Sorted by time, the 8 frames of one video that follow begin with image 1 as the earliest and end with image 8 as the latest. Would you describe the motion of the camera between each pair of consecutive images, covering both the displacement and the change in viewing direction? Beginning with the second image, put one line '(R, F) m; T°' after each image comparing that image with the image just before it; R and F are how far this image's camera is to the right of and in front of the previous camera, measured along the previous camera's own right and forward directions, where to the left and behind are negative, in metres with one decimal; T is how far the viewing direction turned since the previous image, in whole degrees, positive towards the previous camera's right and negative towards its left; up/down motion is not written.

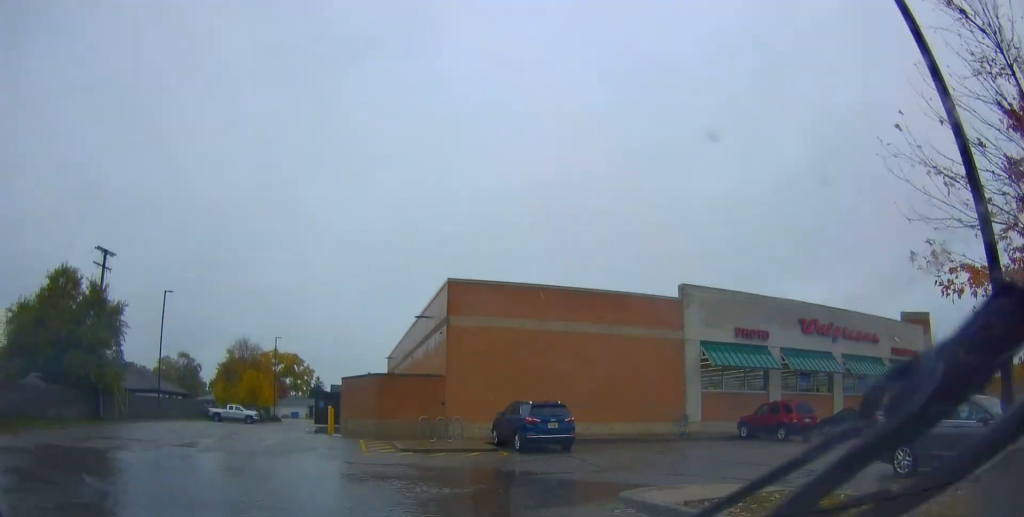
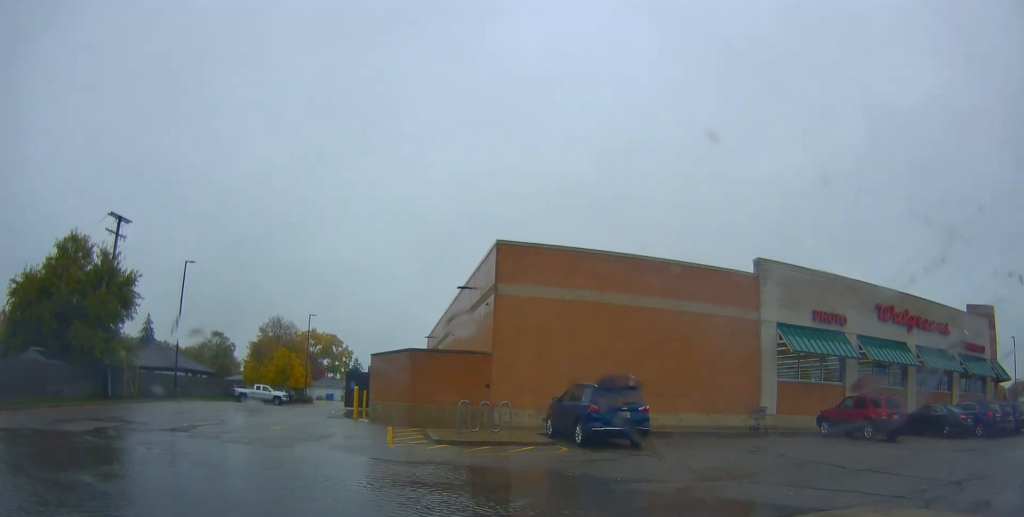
(+0.8, +5.0) m; +6°
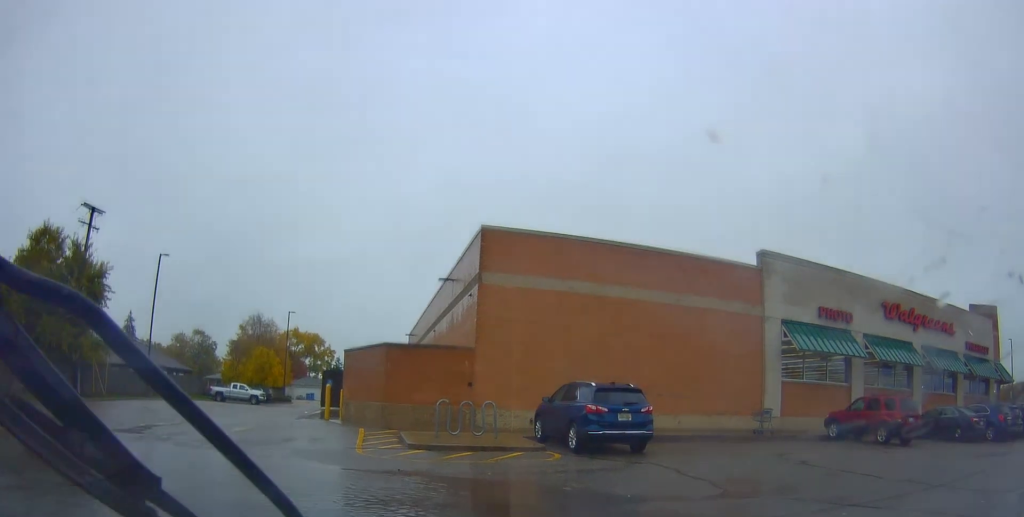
(+0.1, +2.5) m; -7°
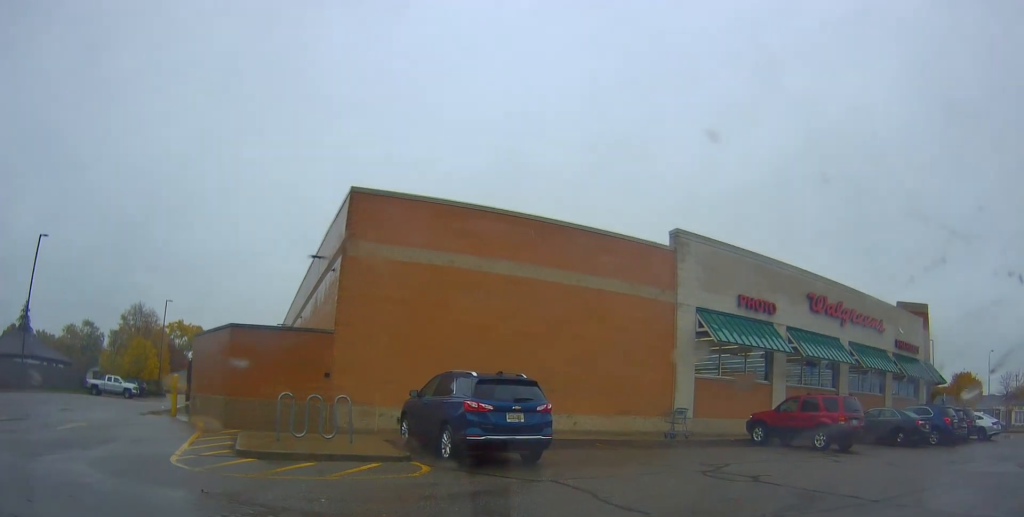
(-0.7, +3.2) m; -1°
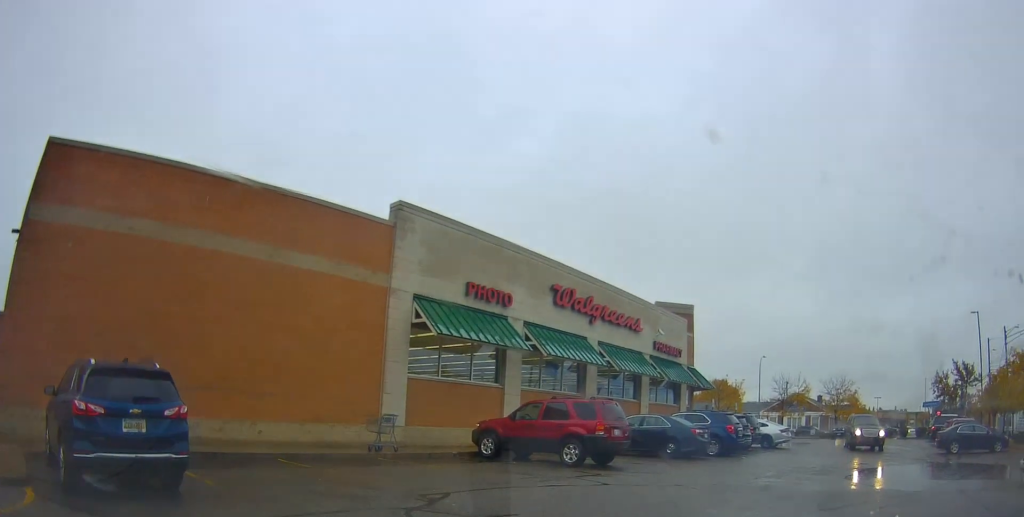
(+1.1, +2.9) m; +38°
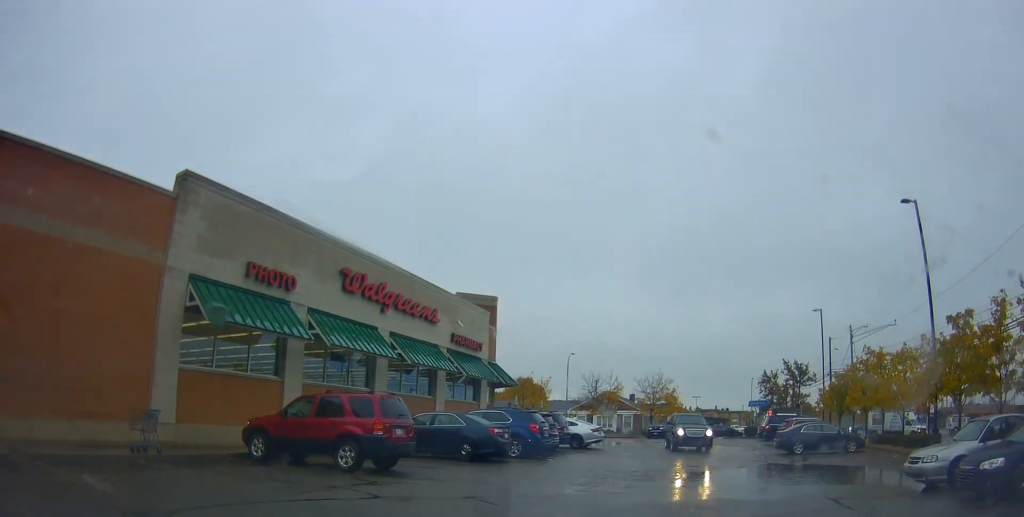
(+0.1, +1.9) m; +12°
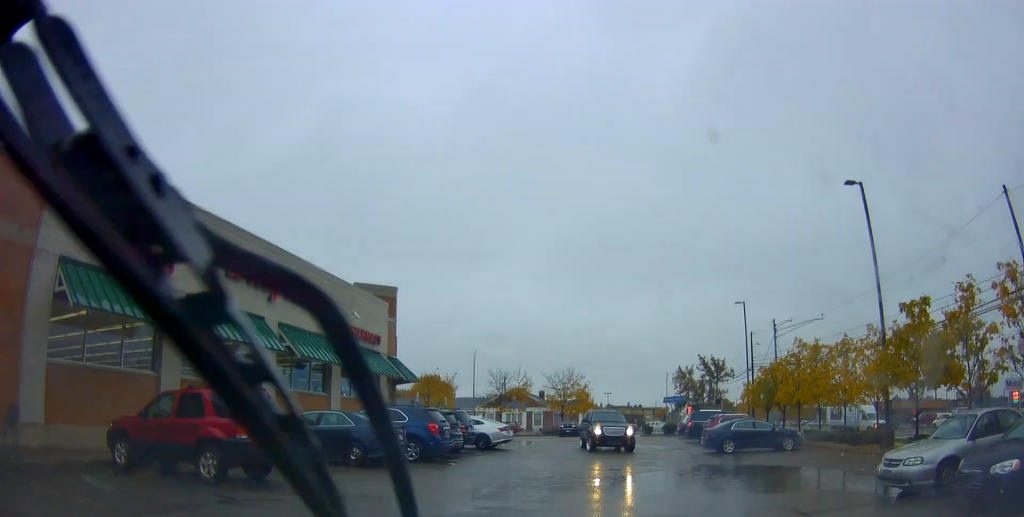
(+0.2, +1.9) m; +6°
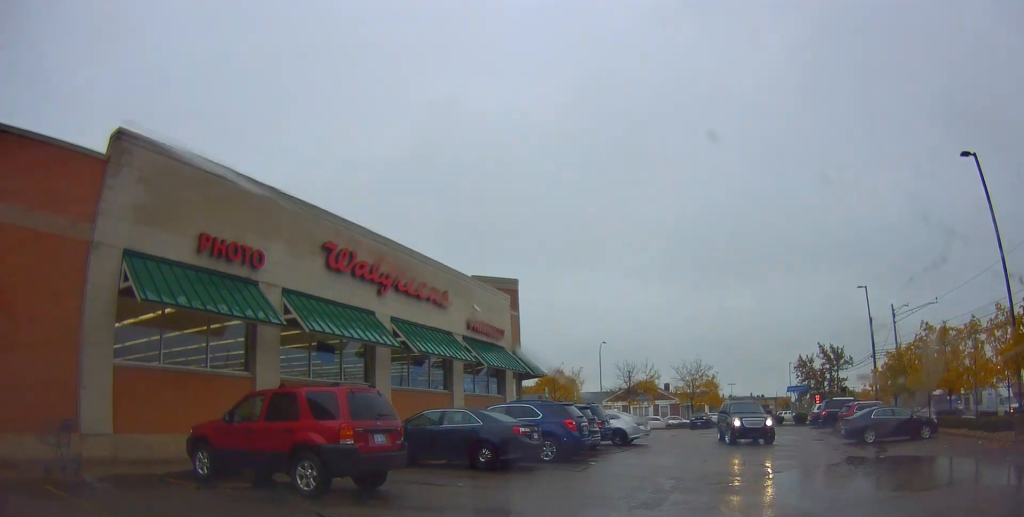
(+0.3, +1.5) m; -3°
